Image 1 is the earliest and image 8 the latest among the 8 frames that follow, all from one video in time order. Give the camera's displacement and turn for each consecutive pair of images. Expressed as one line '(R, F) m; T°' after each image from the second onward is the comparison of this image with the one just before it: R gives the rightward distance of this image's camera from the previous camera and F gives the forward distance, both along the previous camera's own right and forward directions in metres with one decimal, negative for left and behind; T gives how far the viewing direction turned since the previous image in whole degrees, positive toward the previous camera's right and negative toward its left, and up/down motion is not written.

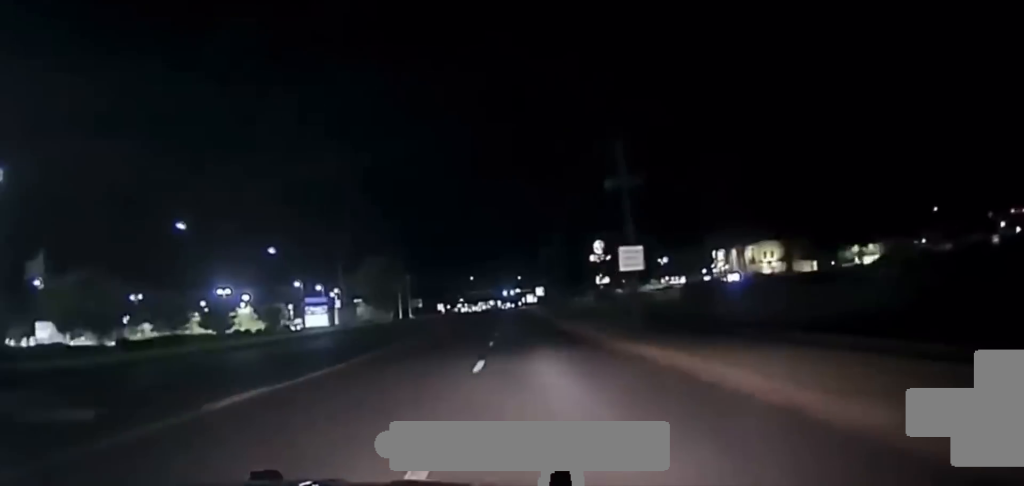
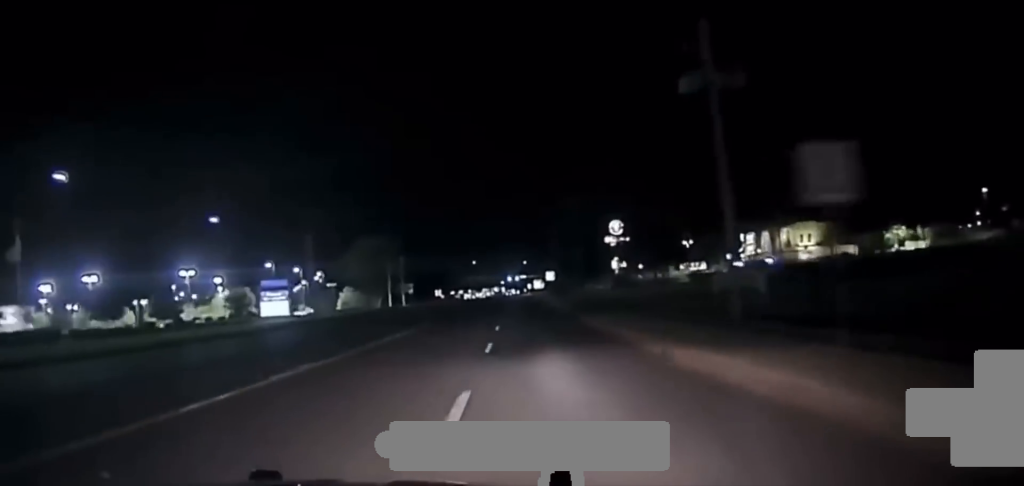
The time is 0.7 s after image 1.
(-0.1, +24.2) m; 0°
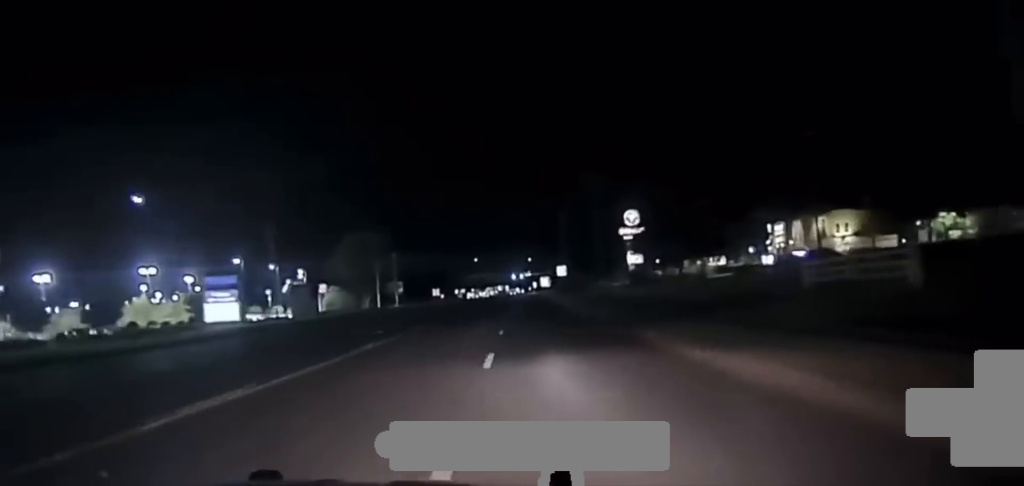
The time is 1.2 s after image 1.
(-0.2, +18.7) m; 0°
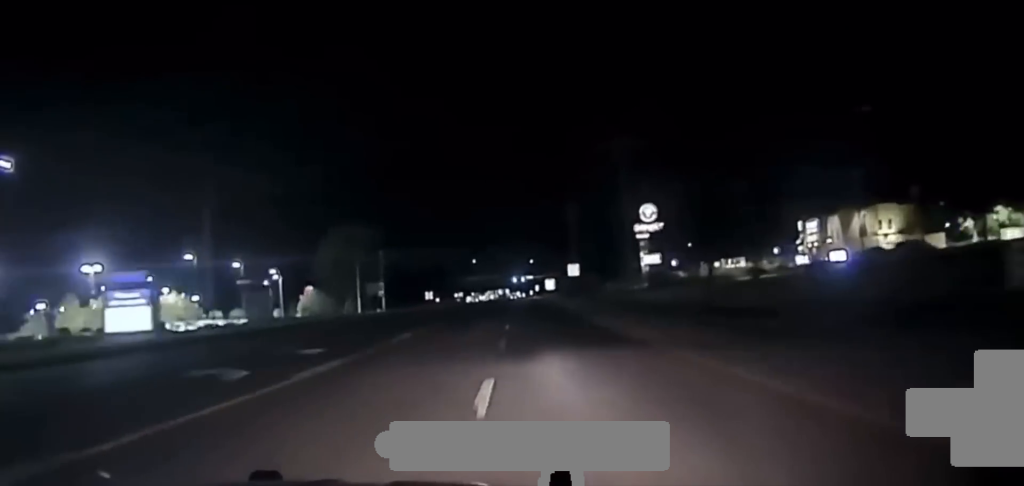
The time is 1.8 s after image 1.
(0.0, +16.7) m; 0°
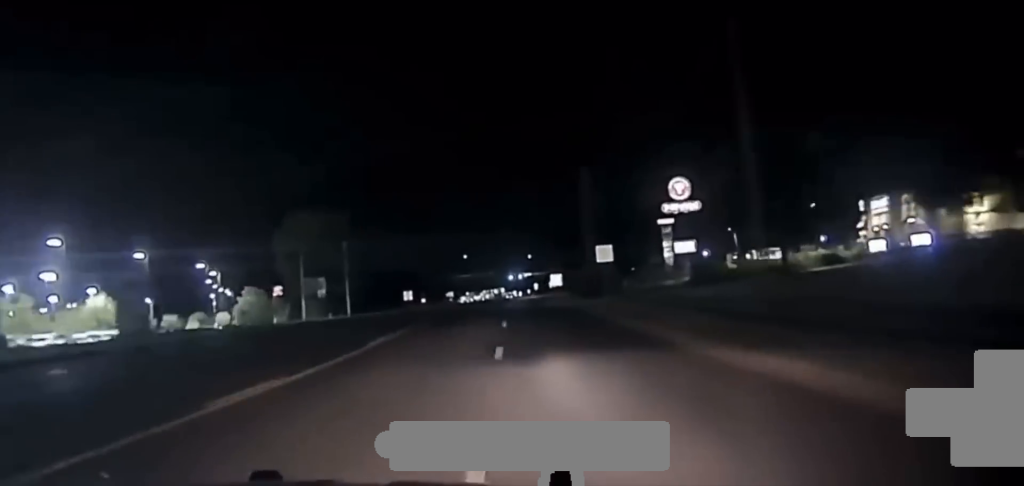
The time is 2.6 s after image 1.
(0.0, +24.9) m; 0°
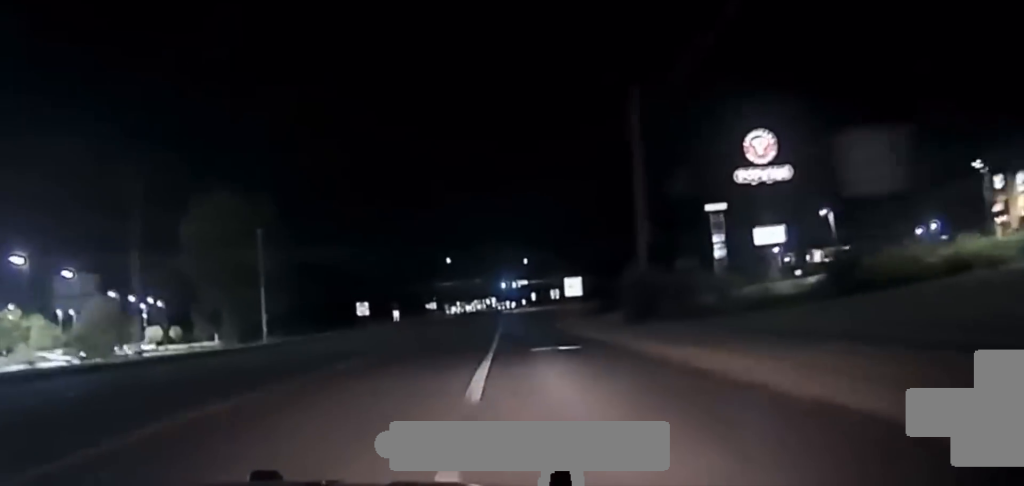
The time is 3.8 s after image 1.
(+0.2, +29.0) m; 0°
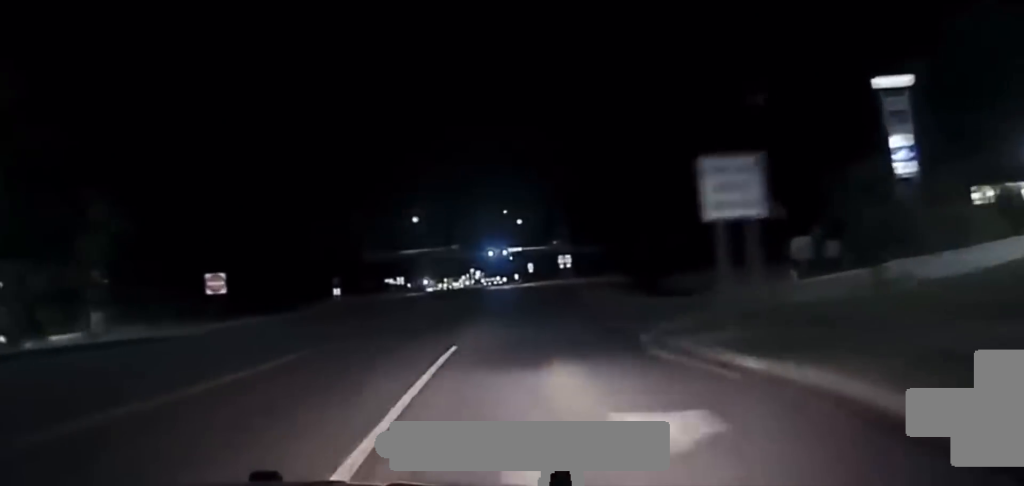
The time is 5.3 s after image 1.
(-0.5, +44.4) m; -2°
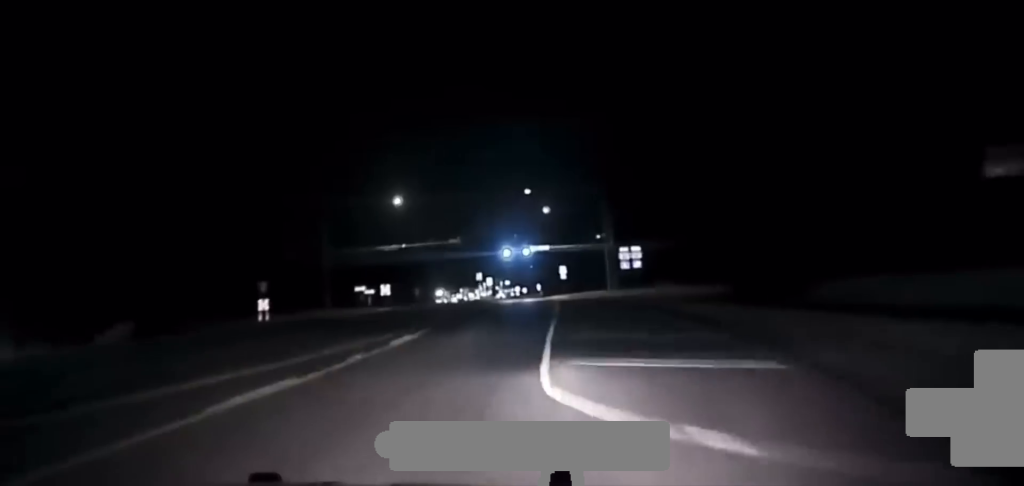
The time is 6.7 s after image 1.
(+0.2, +46.5) m; +2°
